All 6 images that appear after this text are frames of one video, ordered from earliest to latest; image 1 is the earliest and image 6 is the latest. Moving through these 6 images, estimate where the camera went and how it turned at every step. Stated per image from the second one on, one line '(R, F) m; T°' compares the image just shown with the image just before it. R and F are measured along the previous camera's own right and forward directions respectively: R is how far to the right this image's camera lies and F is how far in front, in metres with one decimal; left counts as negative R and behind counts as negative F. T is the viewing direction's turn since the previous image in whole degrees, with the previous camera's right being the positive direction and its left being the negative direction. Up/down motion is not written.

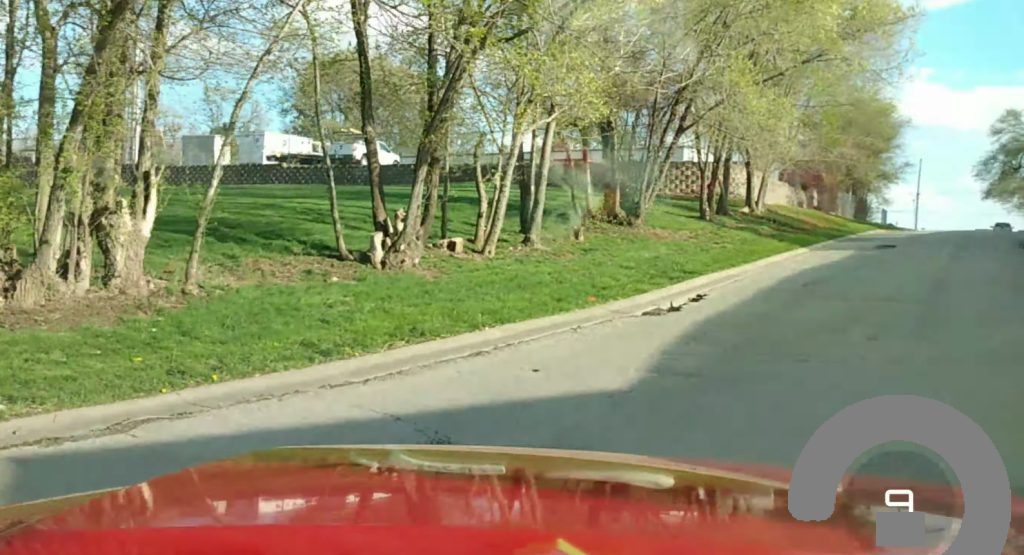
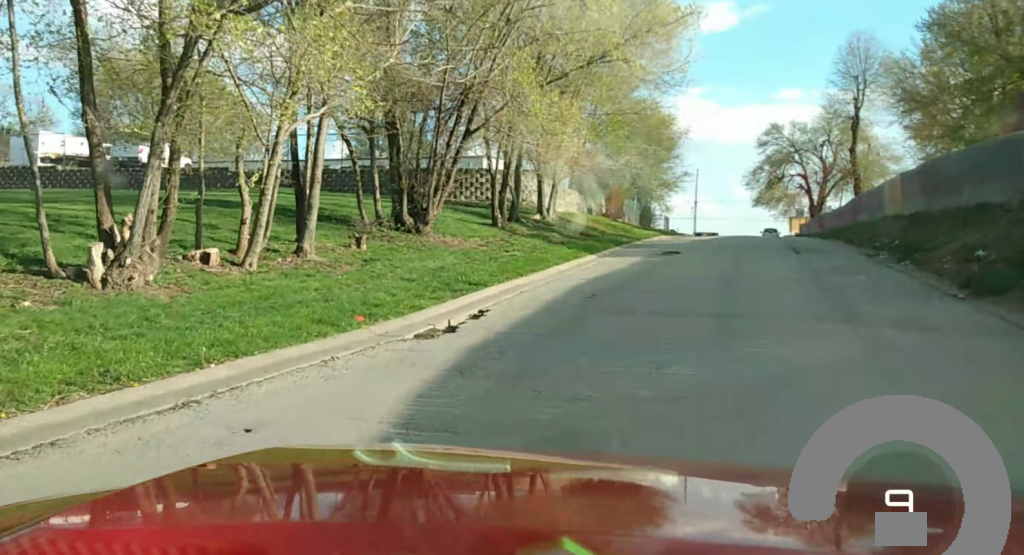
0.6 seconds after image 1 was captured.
(+0.6, +2.5) m; +7°
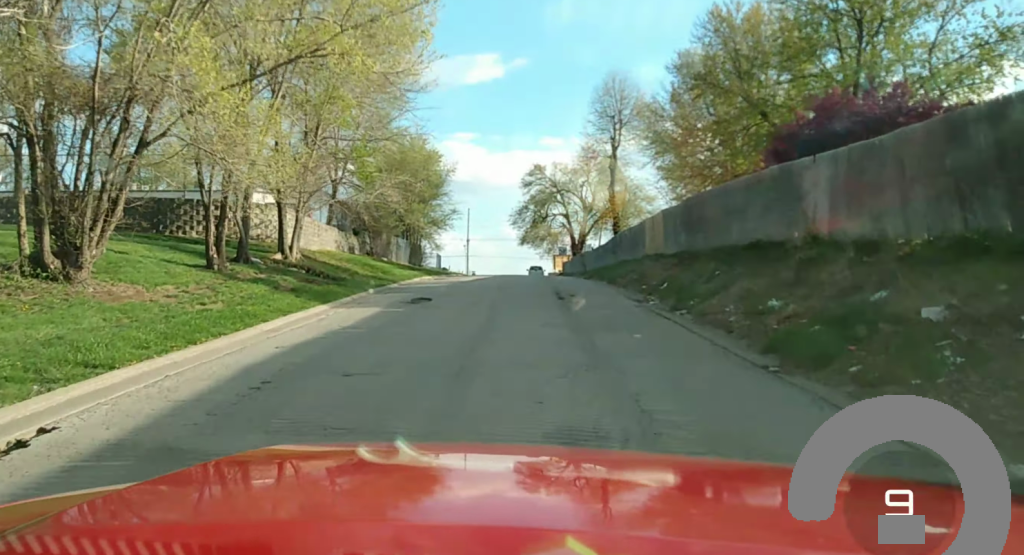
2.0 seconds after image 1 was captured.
(+0.2, +5.9) m; +8°
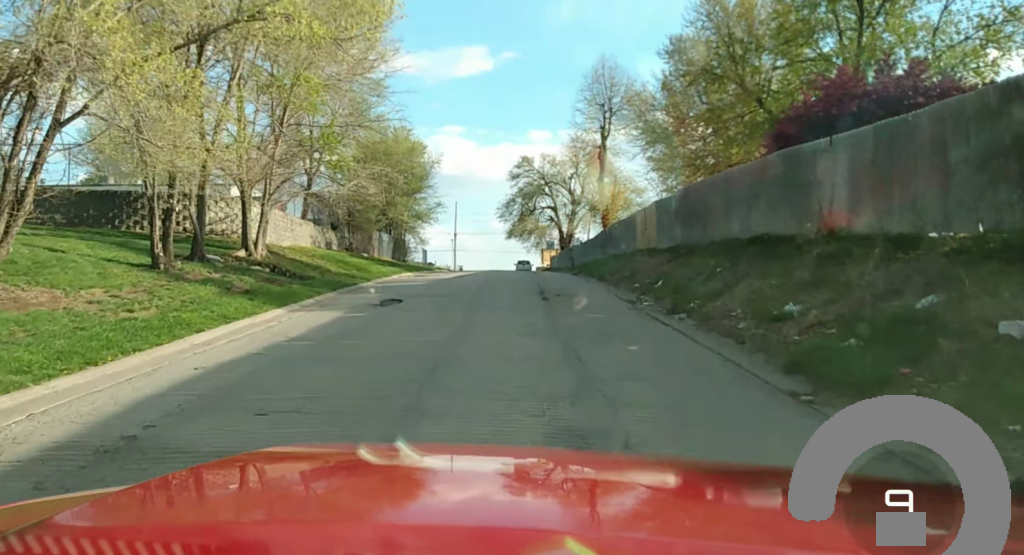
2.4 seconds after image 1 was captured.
(+0.2, +2.2) m; +3°
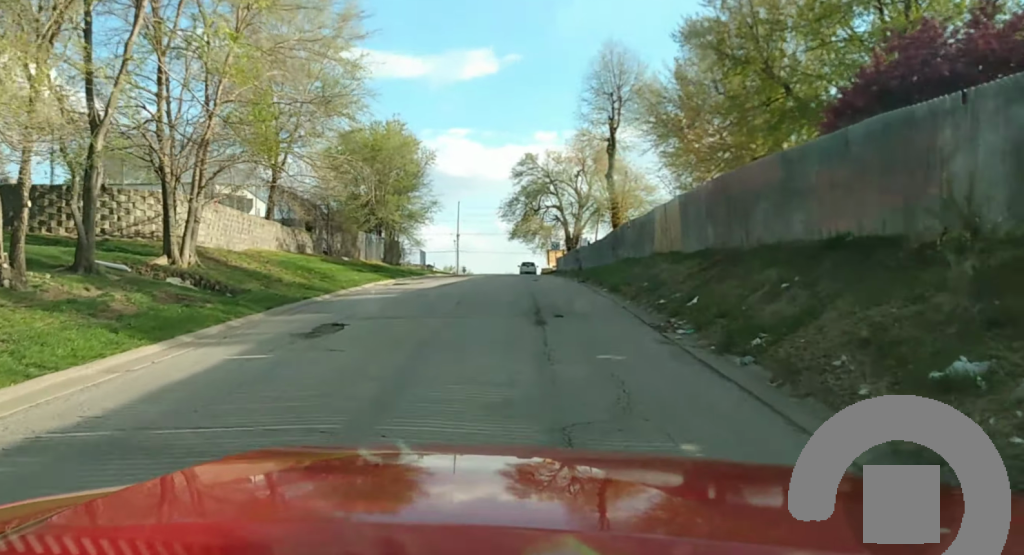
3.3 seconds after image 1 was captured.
(+0.3, +5.4) m; +3°
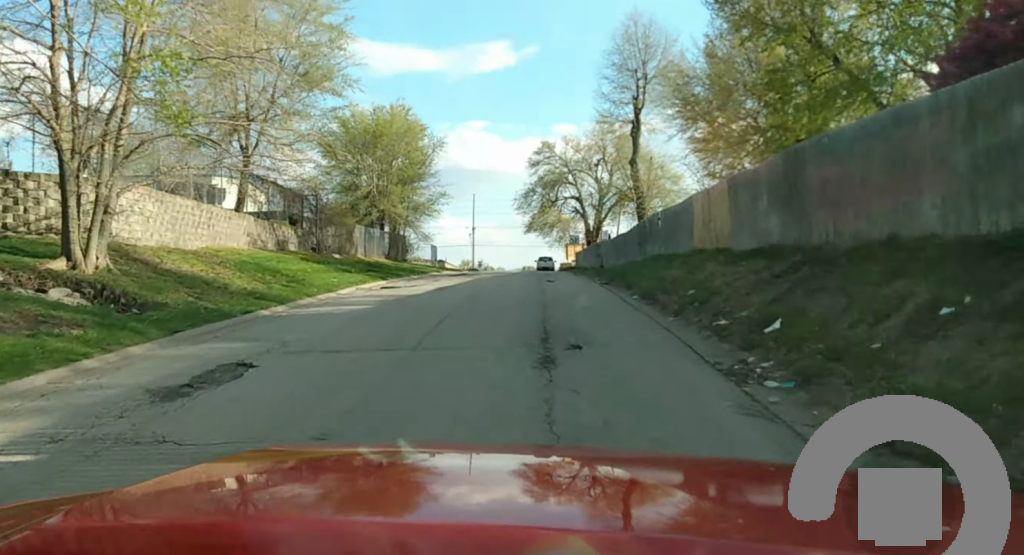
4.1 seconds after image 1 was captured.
(0.0, +5.3) m; -2°
